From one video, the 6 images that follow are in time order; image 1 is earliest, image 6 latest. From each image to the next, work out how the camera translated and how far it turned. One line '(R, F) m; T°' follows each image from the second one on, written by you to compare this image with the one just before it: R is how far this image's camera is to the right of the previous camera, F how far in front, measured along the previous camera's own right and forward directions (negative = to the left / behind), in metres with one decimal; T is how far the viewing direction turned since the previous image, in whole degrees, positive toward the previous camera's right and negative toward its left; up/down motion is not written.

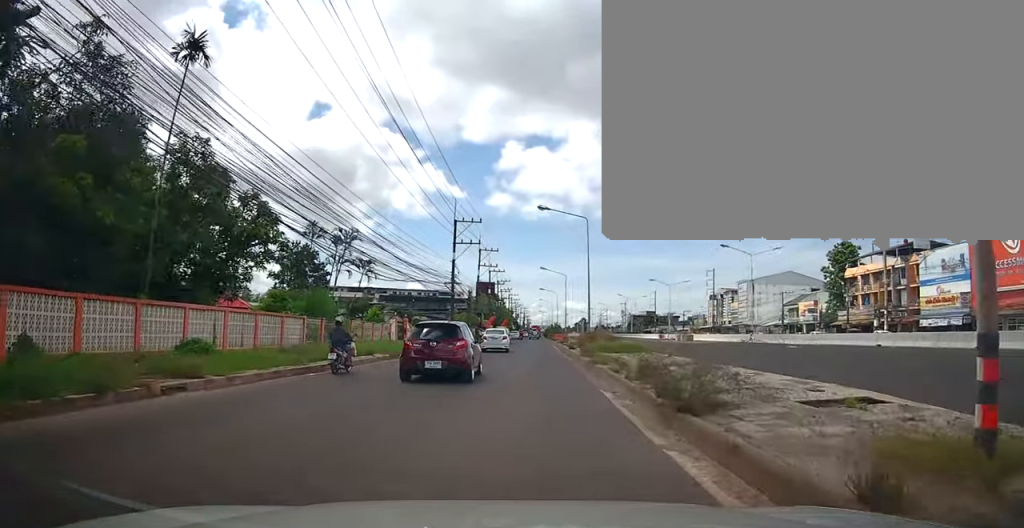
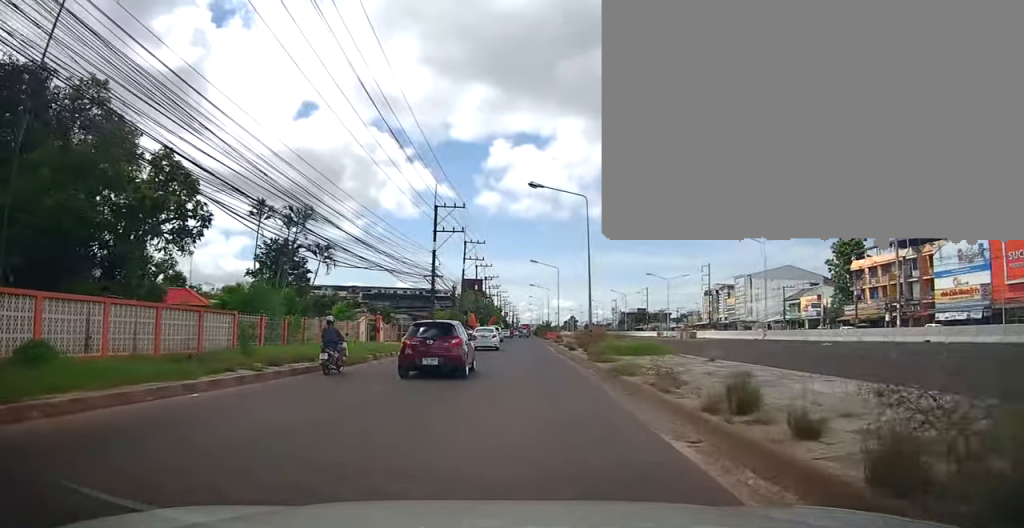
(-0.5, +5.5) m; 0°
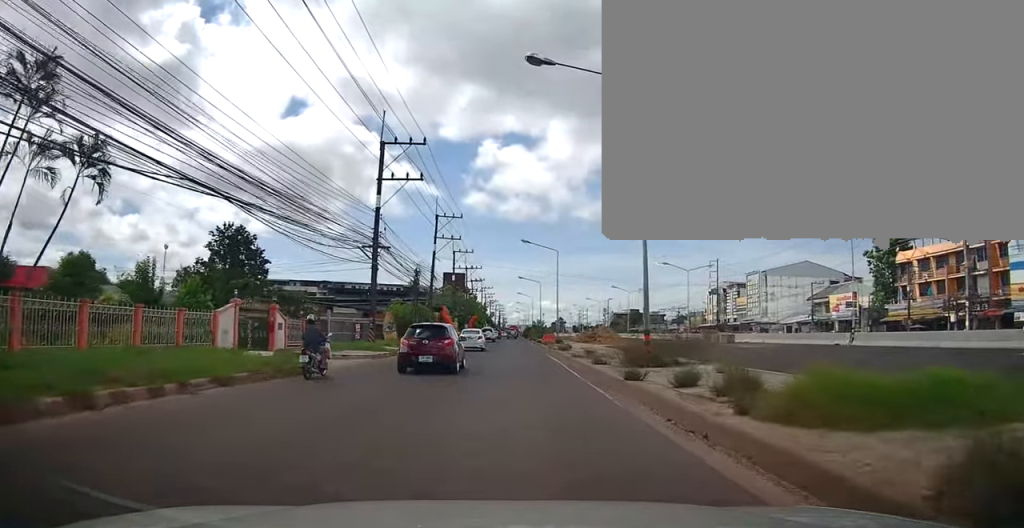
(+0.1, +15.8) m; -1°
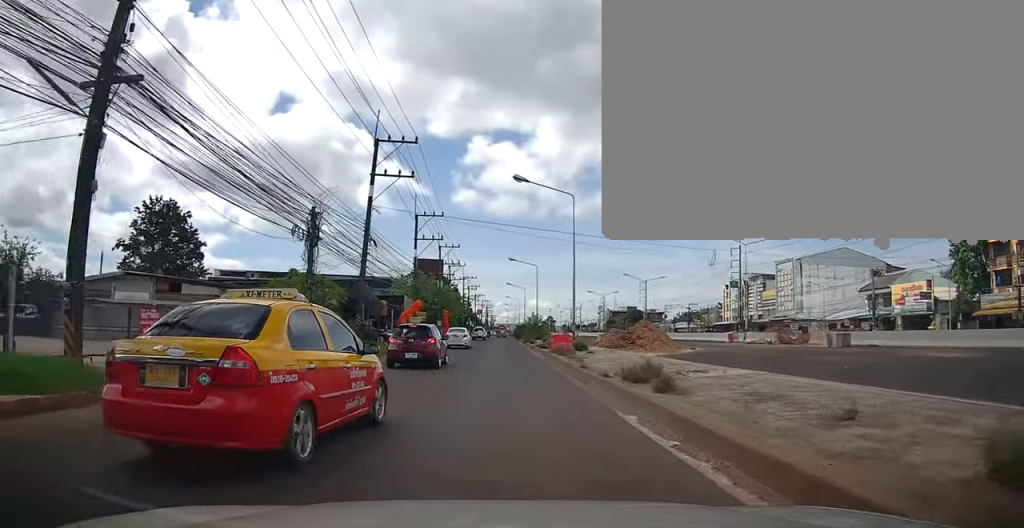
(+1.1, +20.8) m; +1°
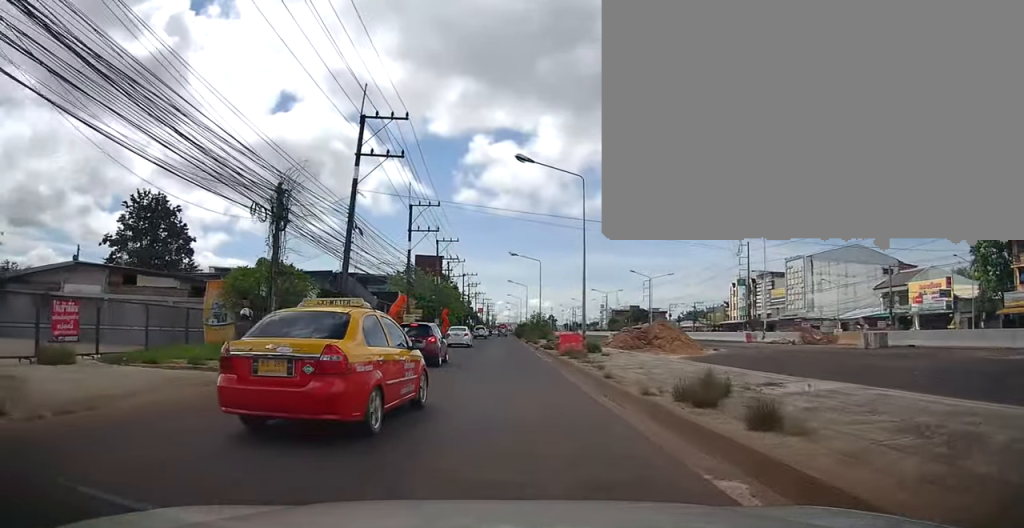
(-0.1, +3.6) m; -1°
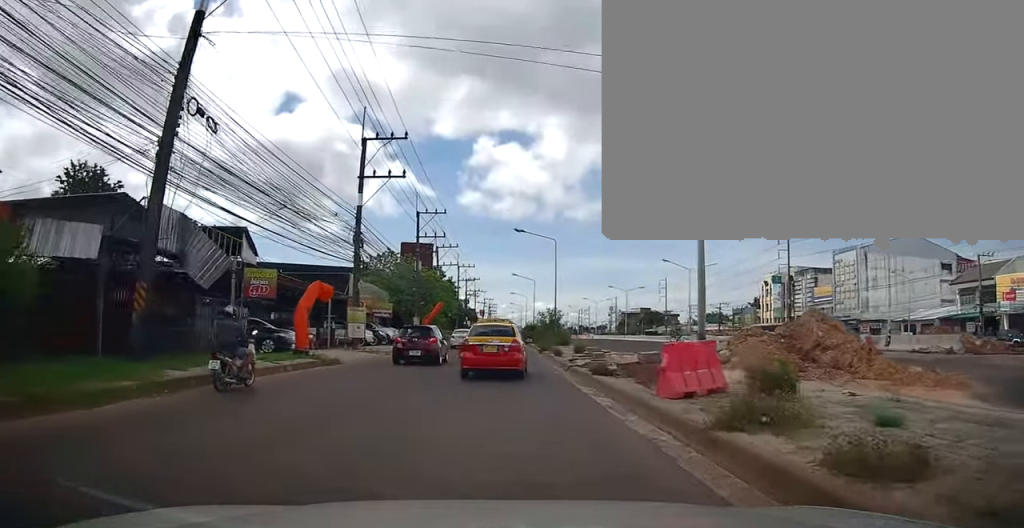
(+0.1, +16.5) m; 0°
